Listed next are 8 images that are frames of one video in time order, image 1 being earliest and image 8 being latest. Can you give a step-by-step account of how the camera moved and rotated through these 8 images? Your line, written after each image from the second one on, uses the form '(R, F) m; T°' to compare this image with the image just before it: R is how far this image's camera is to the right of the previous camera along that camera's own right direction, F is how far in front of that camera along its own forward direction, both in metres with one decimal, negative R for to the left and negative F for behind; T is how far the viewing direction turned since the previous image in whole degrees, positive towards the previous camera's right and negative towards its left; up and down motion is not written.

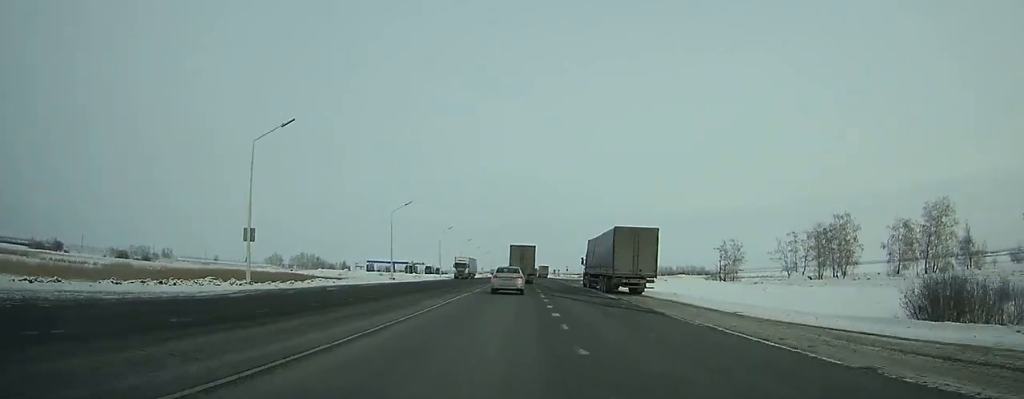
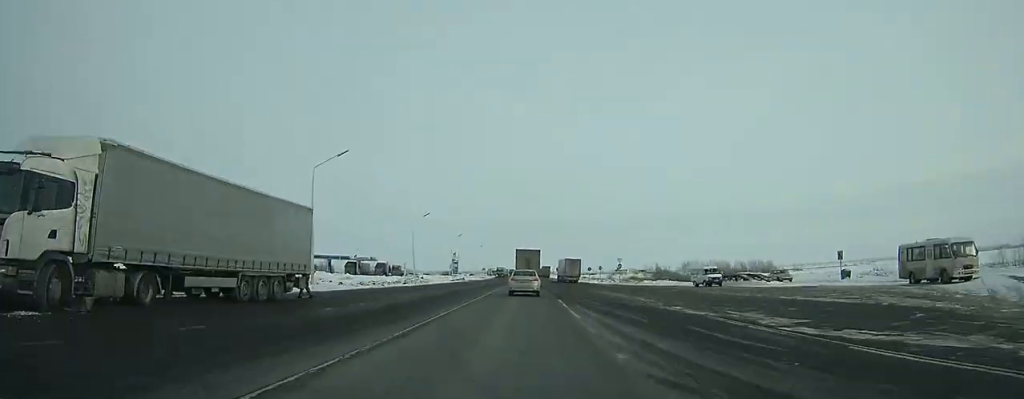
(-0.8, +98.6) m; -1°
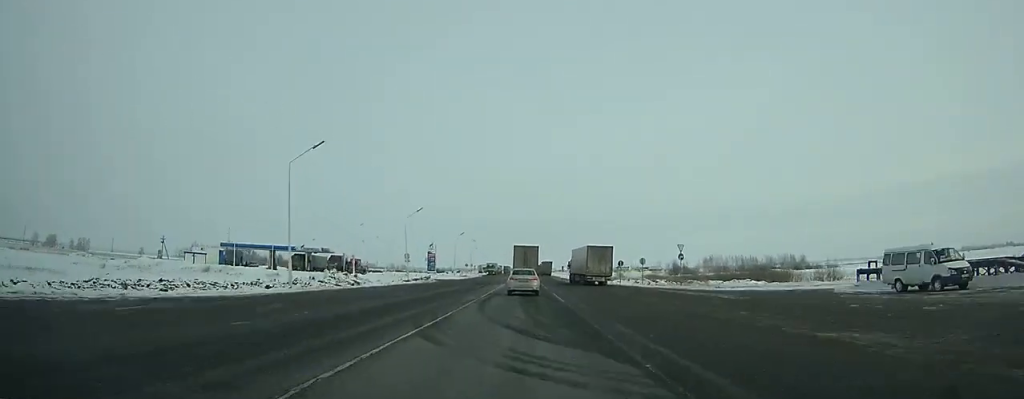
(0.0, +38.4) m; 0°
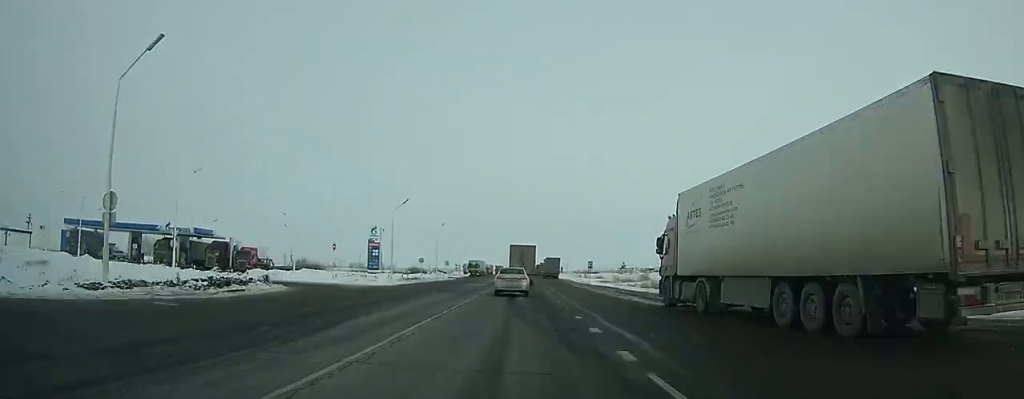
(+0.2, +50.3) m; 0°
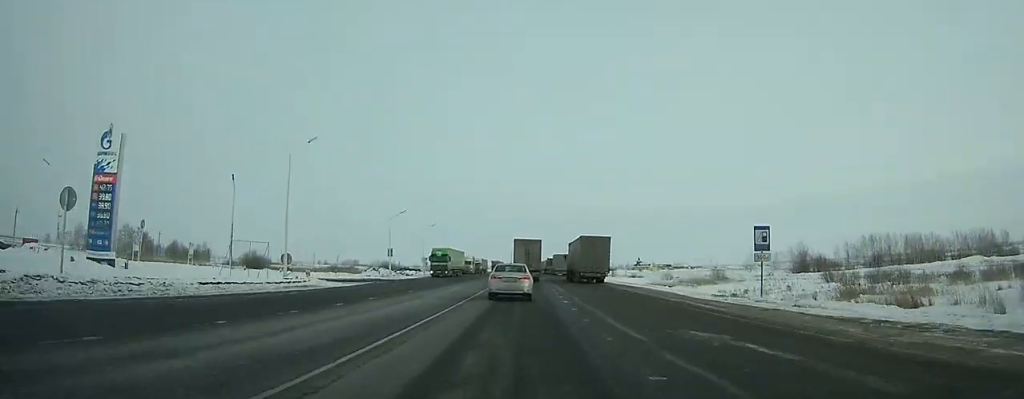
(-0.1, +59.5) m; 0°
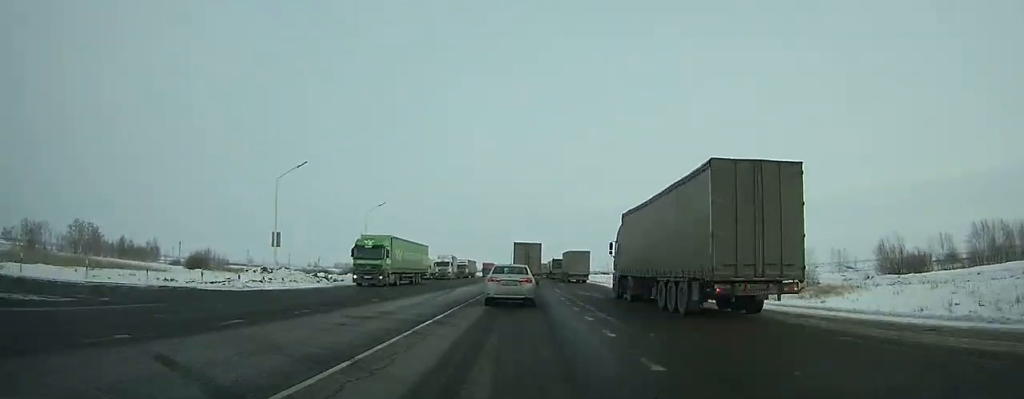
(+0.1, +33.8) m; 0°
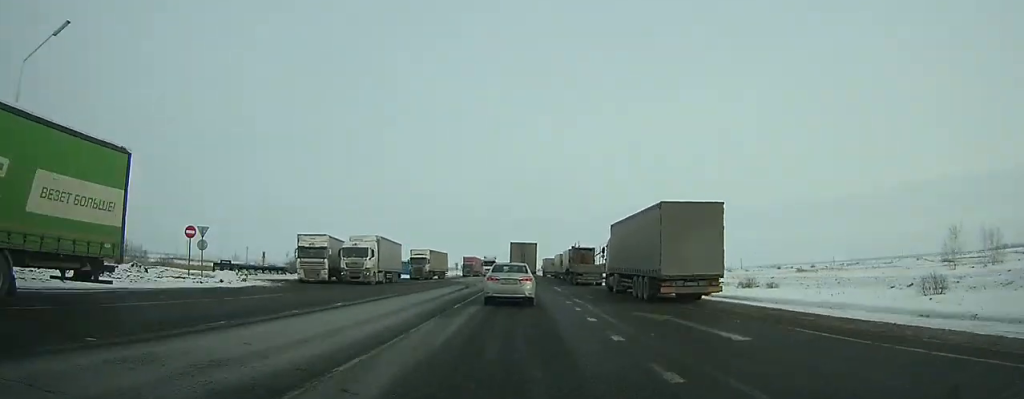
(-0.2, +49.7) m; 0°
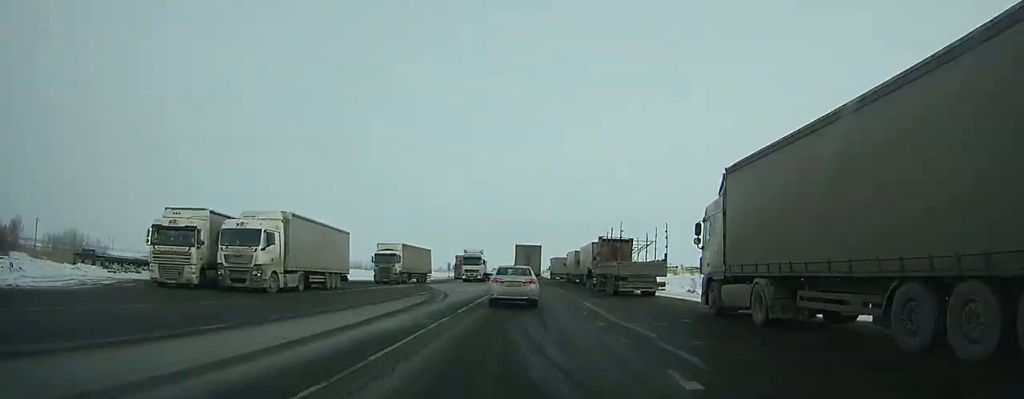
(0.0, +21.4) m; 0°
